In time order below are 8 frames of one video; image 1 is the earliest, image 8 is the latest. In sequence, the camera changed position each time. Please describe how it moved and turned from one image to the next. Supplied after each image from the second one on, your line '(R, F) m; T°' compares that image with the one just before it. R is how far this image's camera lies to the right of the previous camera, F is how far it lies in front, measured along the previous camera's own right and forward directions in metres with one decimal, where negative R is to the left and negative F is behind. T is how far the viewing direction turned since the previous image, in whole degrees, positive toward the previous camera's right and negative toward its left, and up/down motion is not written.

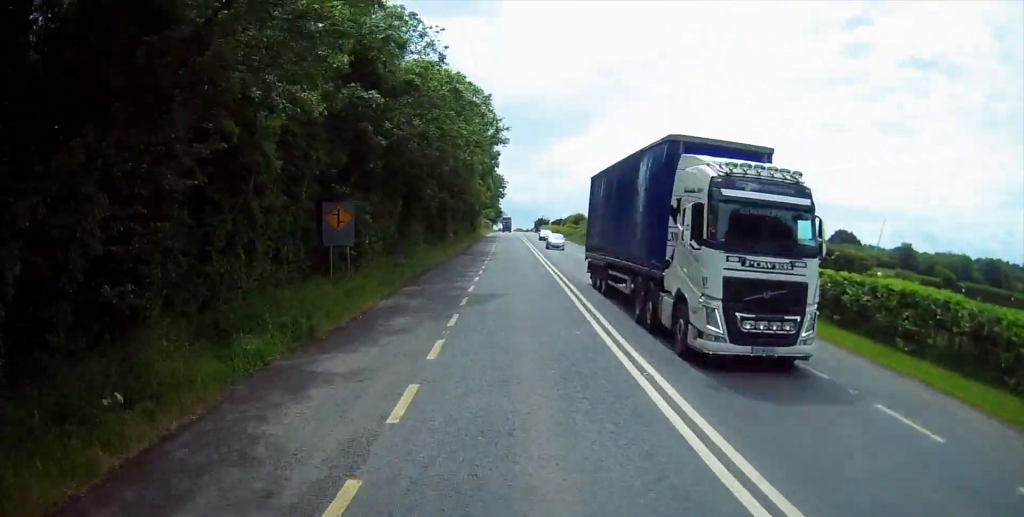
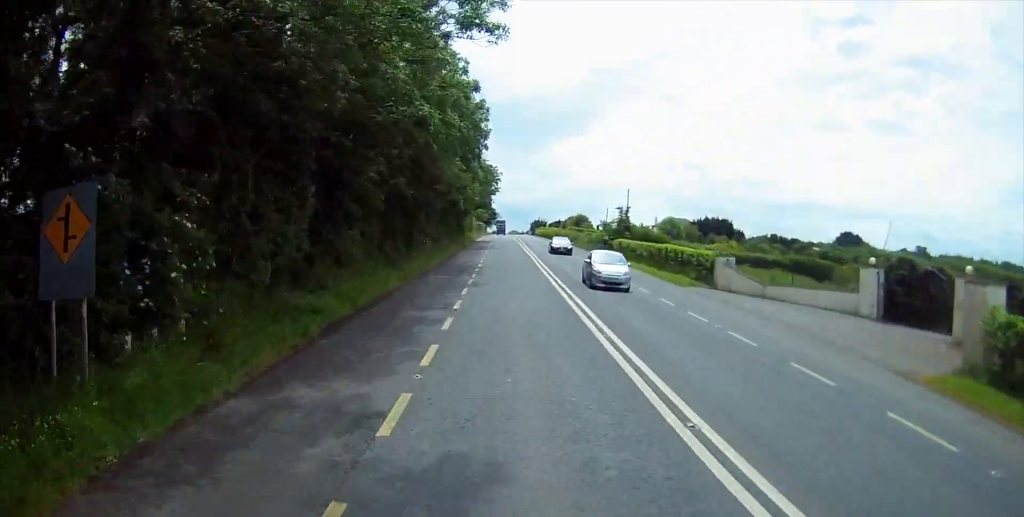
(-0.1, +15.9) m; 0°
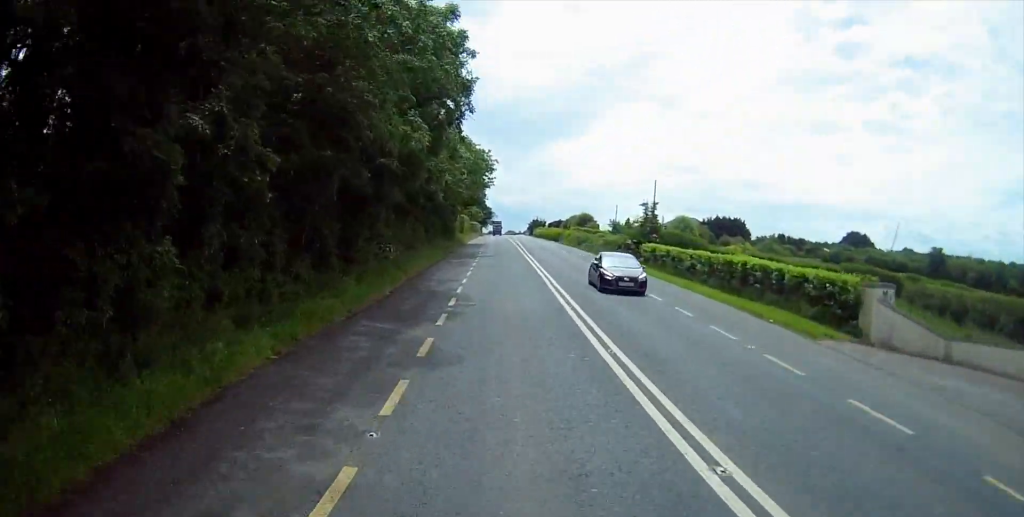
(-0.1, +14.4) m; 0°
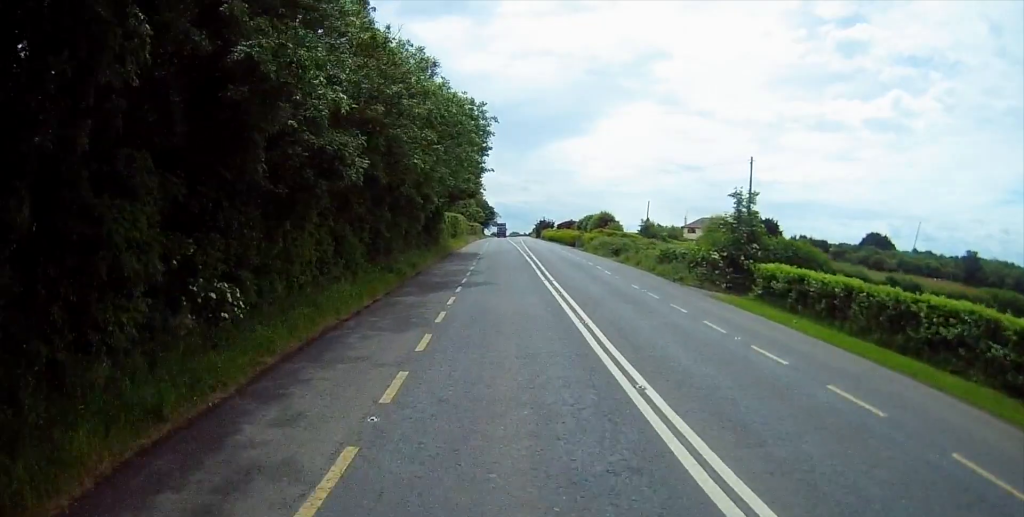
(+0.3, +22.2) m; +1°
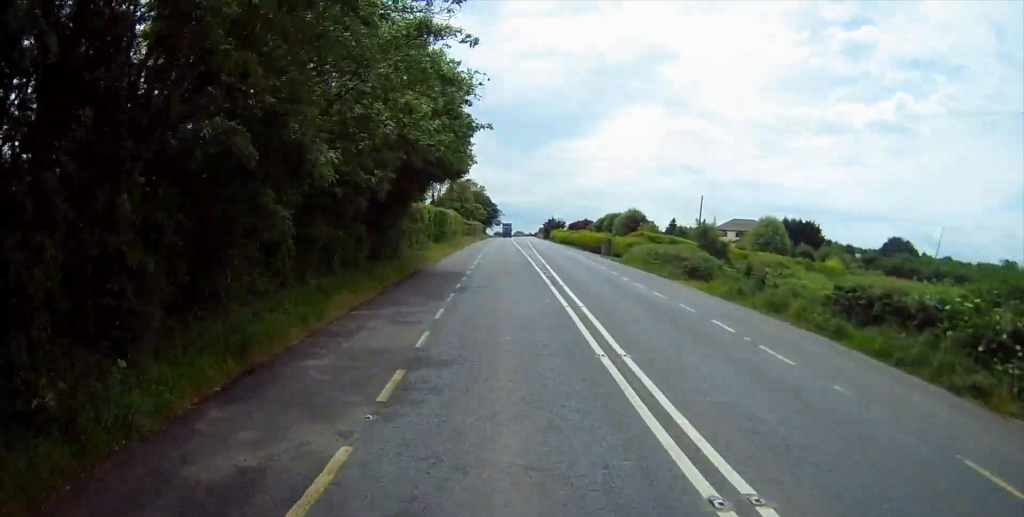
(-0.1, +23.1) m; -1°
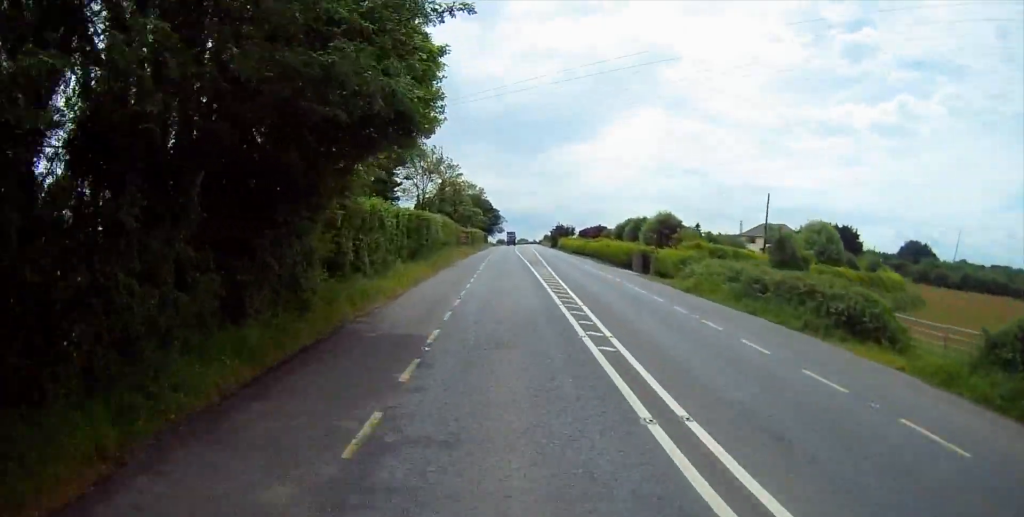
(-0.2, +17.4) m; 0°
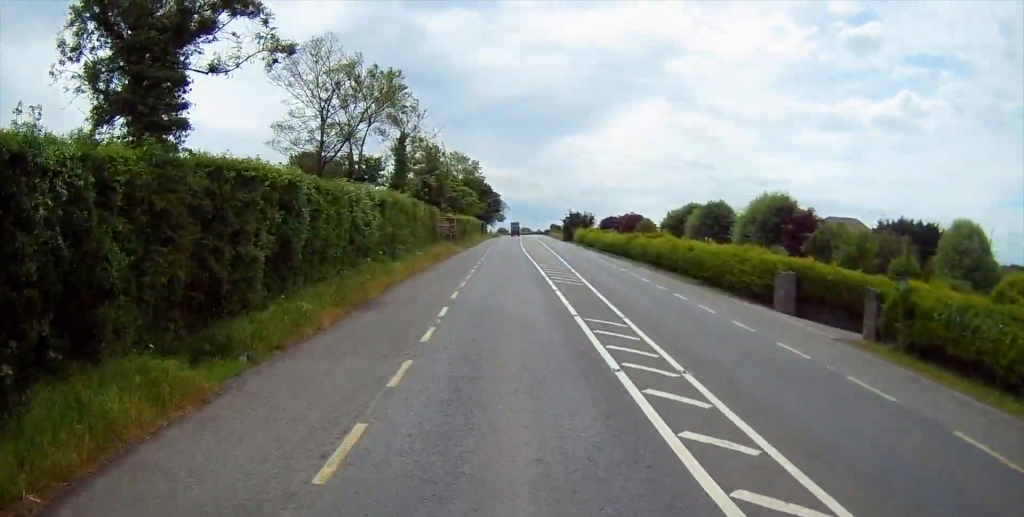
(+0.2, +31.8) m; 0°
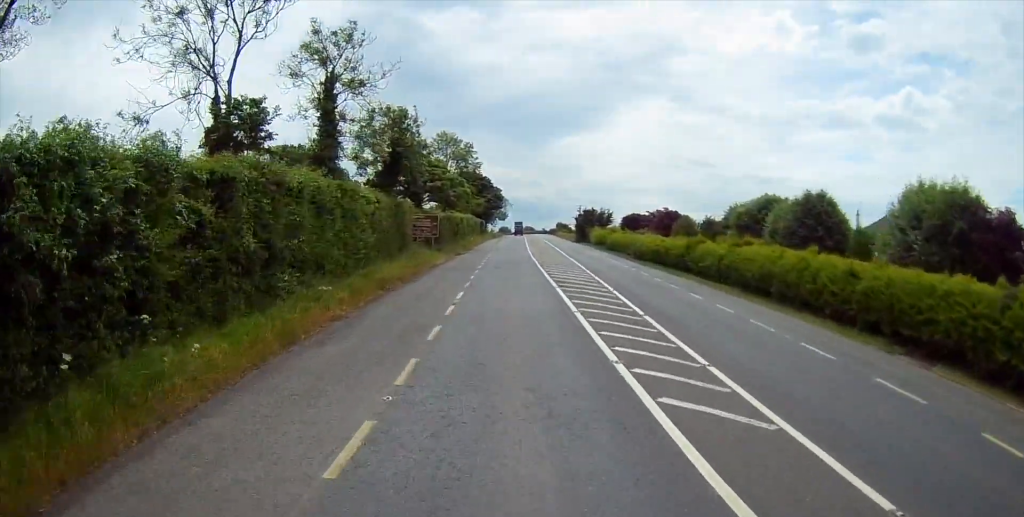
(-0.1, +19.4) m; 0°
